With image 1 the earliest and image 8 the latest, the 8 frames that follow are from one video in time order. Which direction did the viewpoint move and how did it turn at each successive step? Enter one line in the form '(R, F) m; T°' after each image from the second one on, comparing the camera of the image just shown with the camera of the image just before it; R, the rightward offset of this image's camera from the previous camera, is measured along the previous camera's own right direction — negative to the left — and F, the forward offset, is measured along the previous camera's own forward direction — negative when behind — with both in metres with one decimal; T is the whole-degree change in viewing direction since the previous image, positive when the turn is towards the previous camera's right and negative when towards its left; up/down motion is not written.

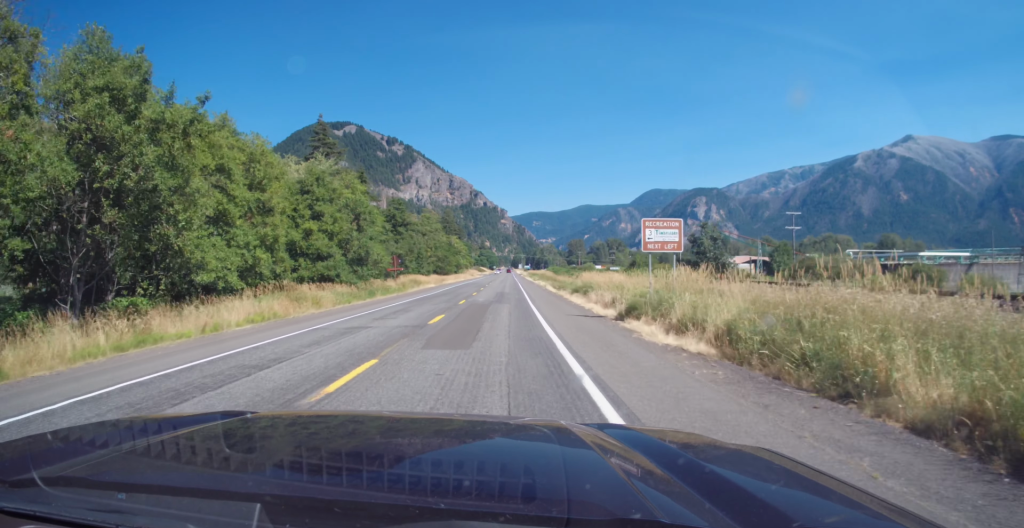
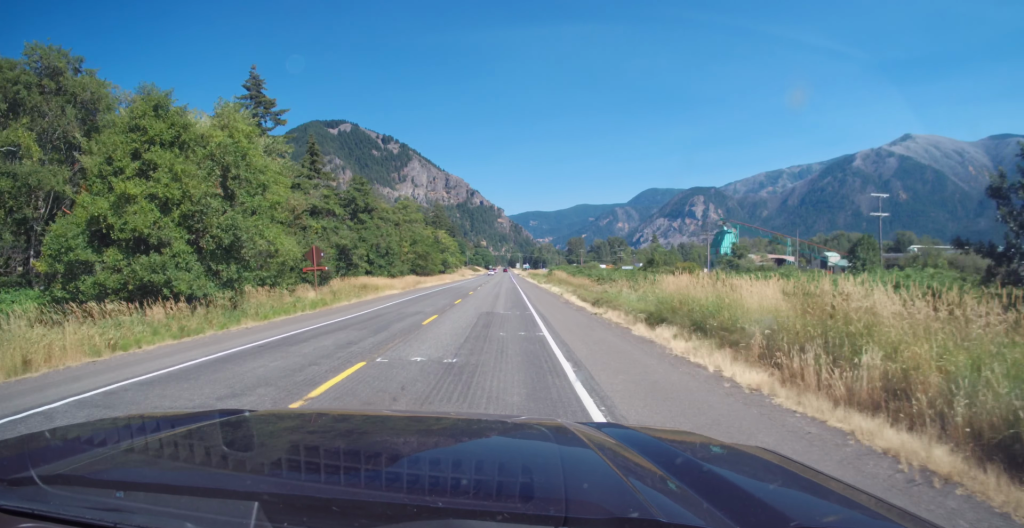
(0.0, +24.6) m; 0°
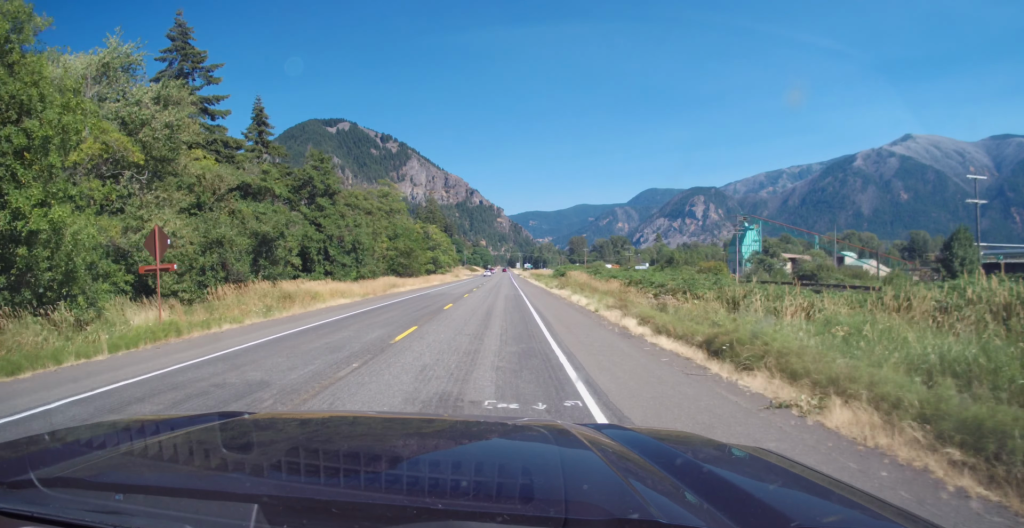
(-0.1, +17.7) m; +1°
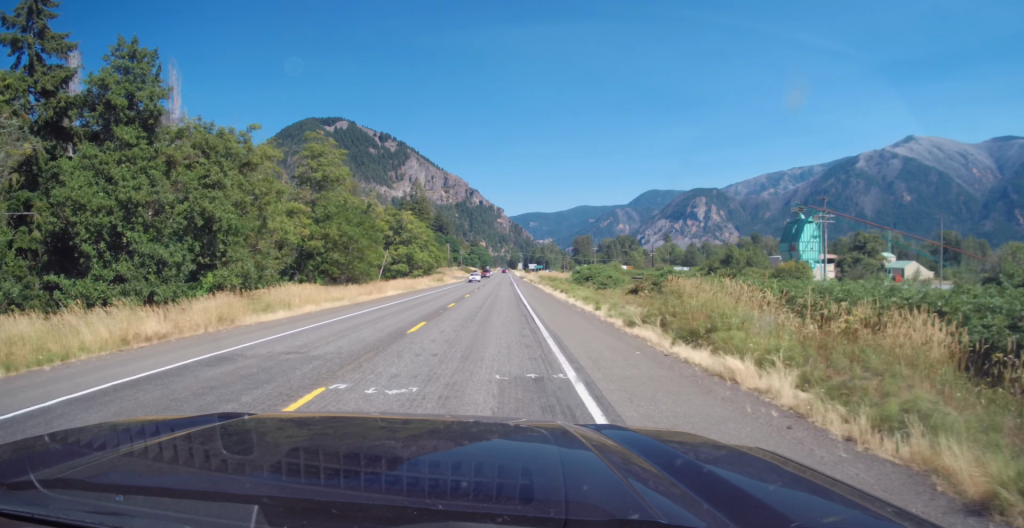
(+0.5, +33.2) m; 0°
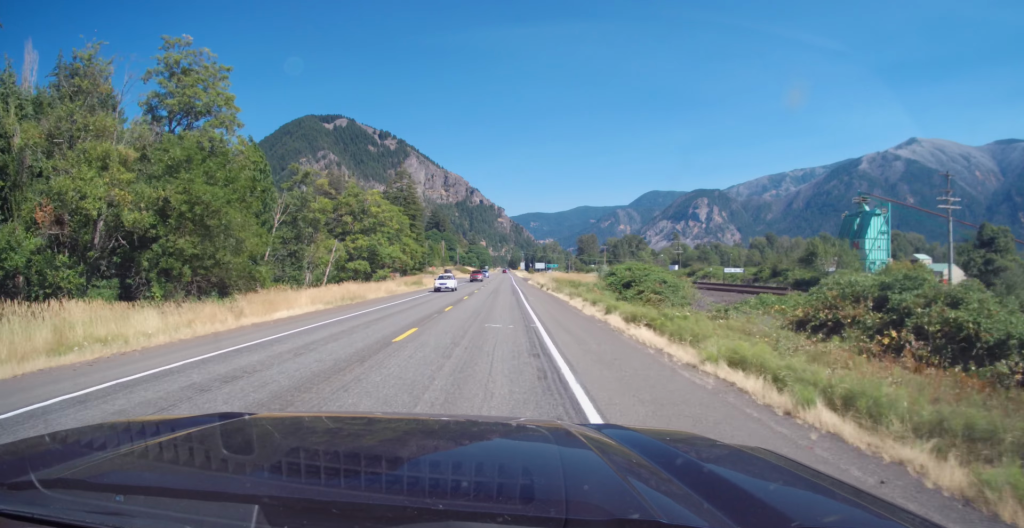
(-0.5, +26.3) m; -1°
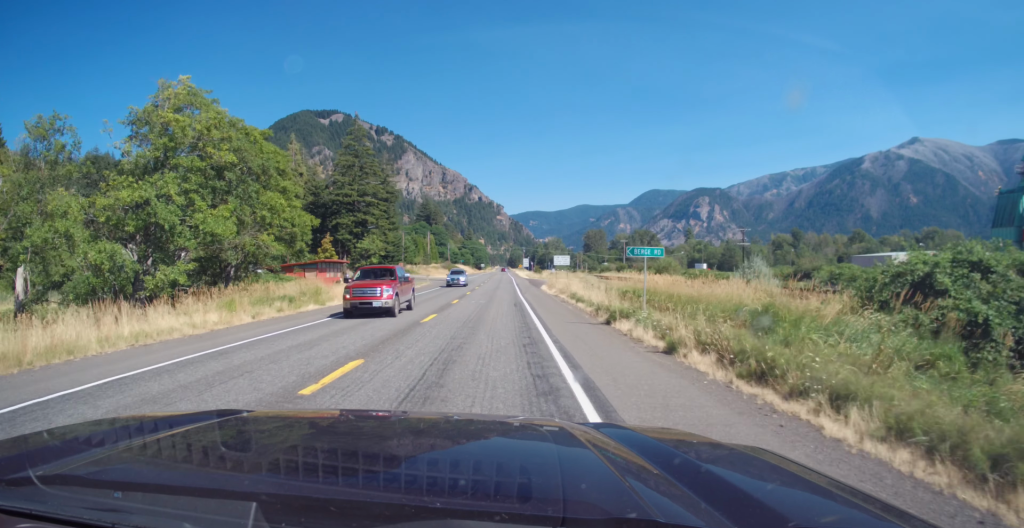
(+0.1, +43.4) m; 0°
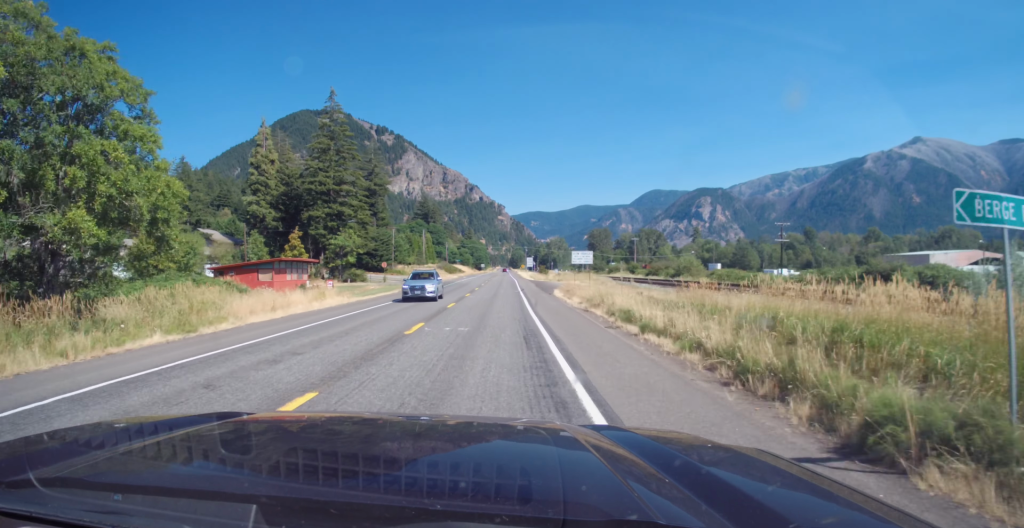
(0.0, +15.4) m; 0°
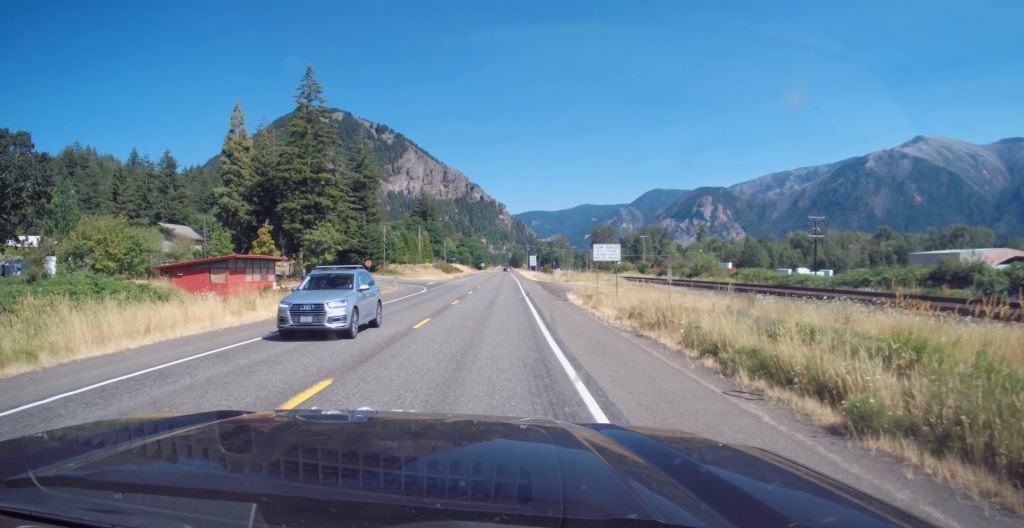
(0.0, +10.8) m; 0°
